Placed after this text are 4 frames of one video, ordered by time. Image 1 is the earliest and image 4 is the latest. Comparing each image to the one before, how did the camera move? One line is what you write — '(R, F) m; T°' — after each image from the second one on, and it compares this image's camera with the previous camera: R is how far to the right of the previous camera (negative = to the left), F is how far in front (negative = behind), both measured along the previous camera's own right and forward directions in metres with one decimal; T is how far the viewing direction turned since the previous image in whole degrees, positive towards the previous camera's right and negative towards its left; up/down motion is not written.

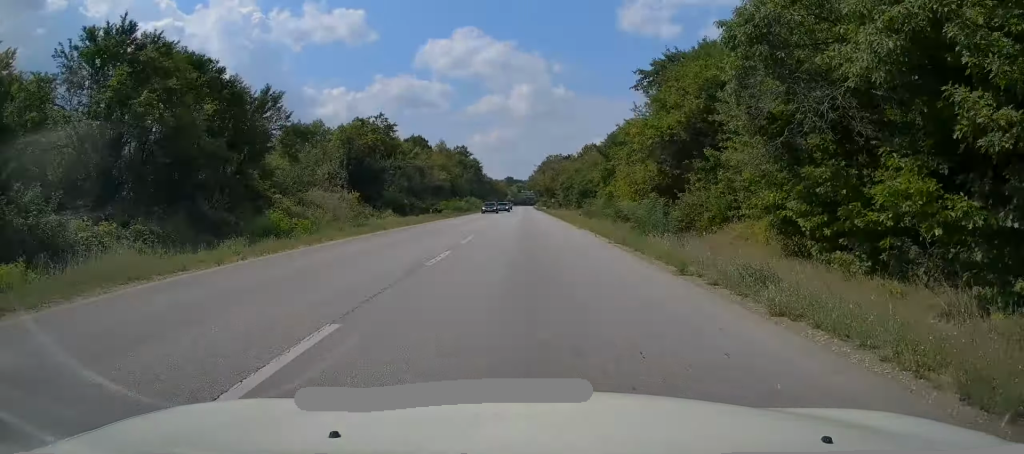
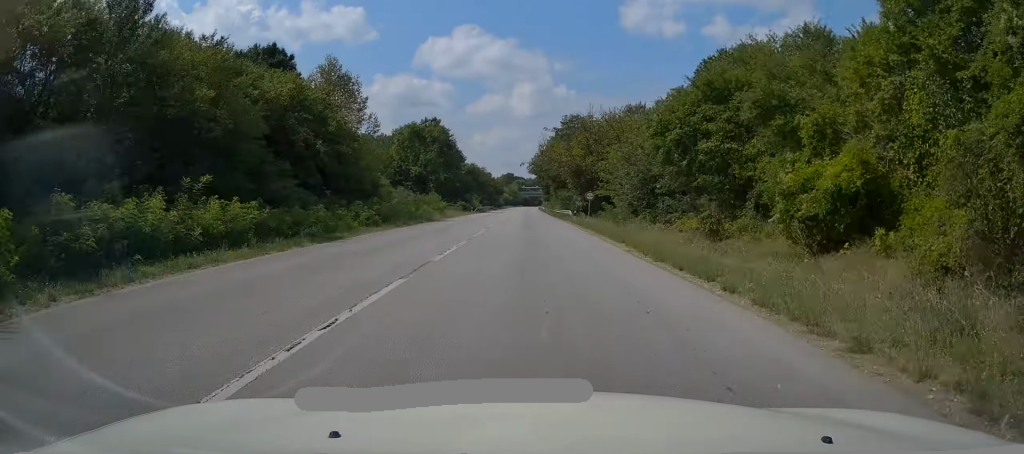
(+0.8, +59.7) m; +1°
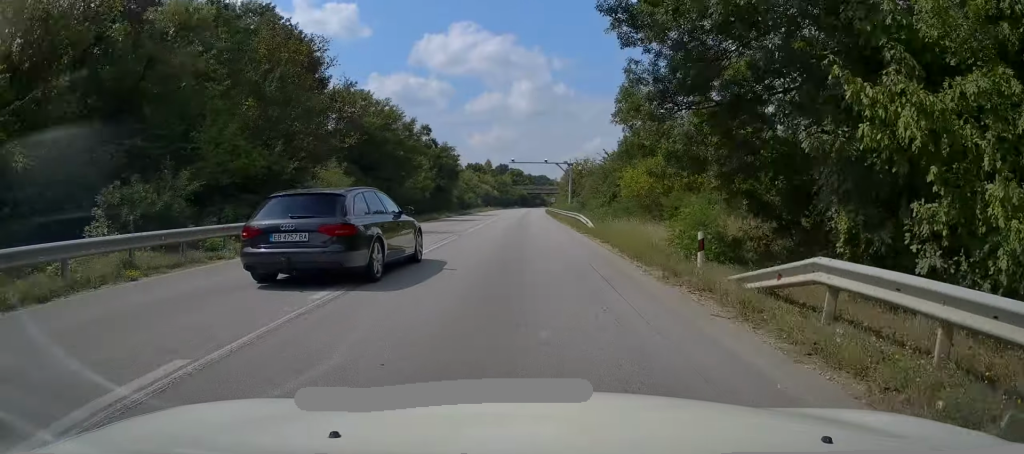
(+0.6, +94.1) m; 0°
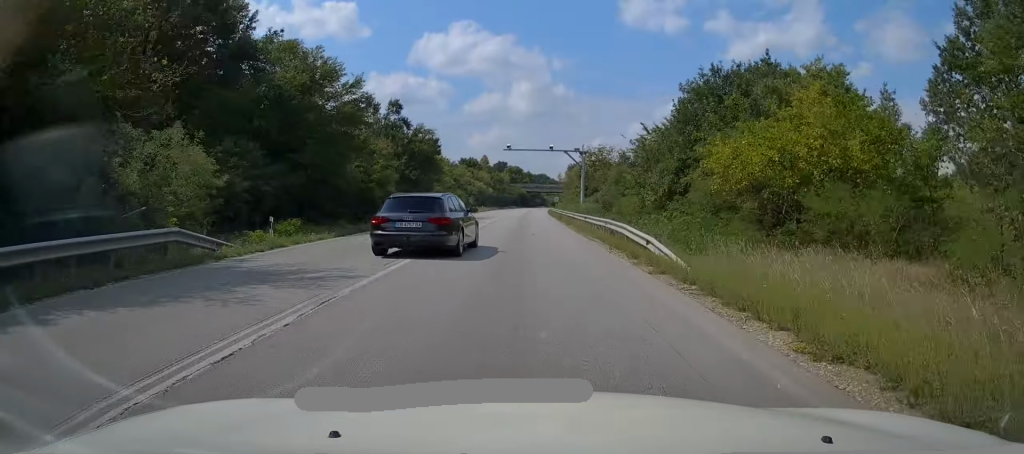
(-0.3, +14.6) m; 0°
